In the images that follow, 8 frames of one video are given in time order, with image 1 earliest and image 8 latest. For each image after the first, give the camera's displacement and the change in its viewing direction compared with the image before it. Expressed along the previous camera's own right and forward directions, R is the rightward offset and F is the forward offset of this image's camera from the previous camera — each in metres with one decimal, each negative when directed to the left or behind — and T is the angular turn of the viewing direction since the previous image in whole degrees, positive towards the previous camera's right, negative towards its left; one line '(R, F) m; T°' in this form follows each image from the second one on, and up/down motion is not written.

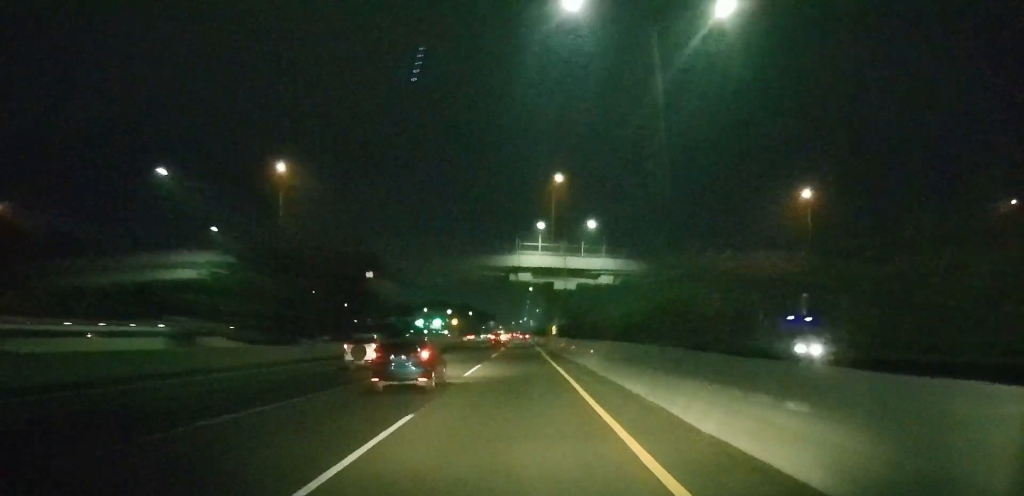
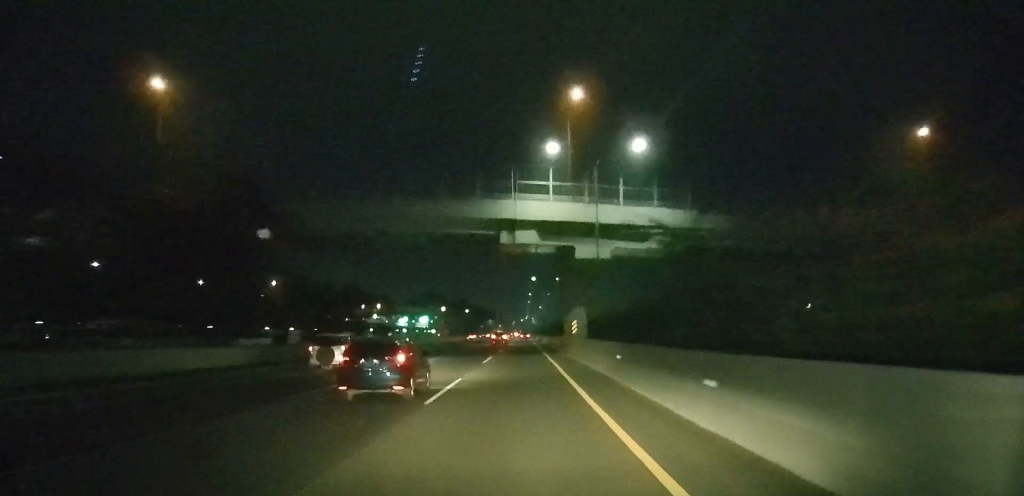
(0.0, +29.7) m; 0°
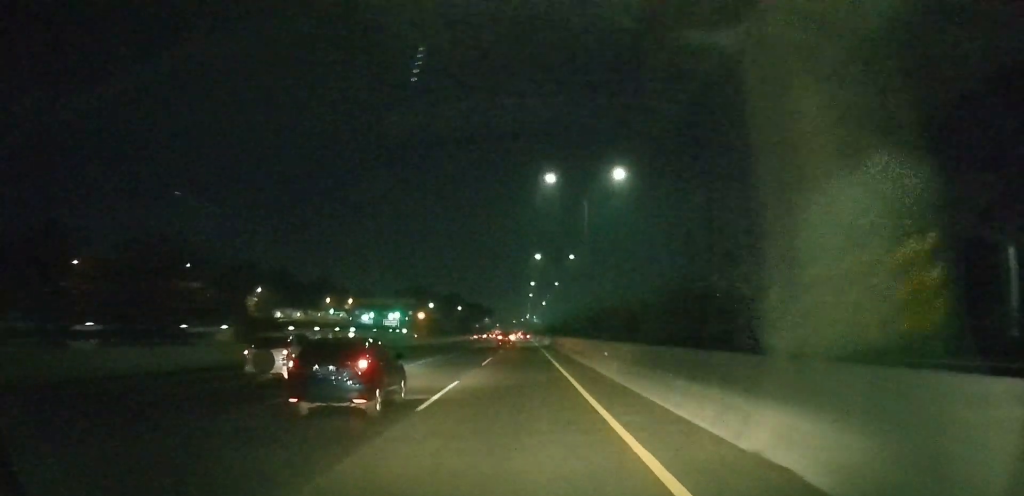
(0.0, +40.7) m; 0°
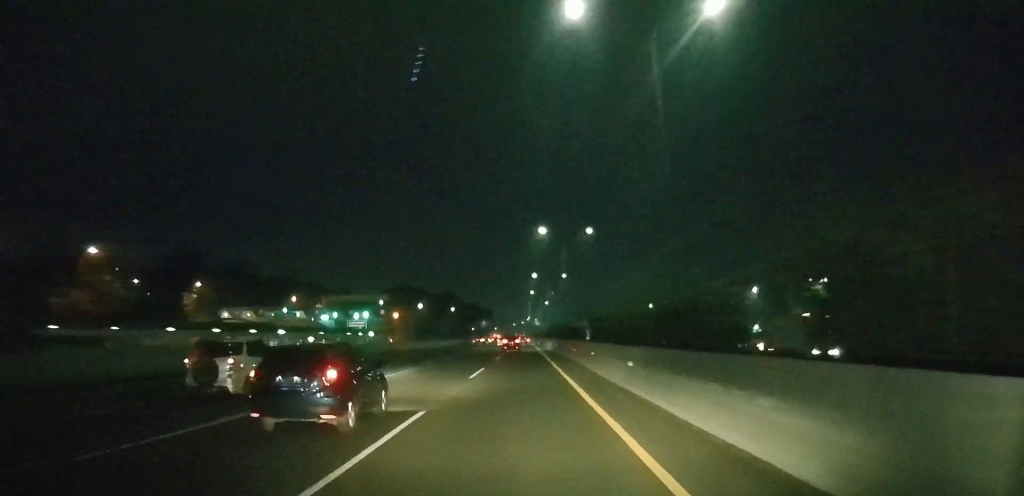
(0.0, +27.3) m; 0°
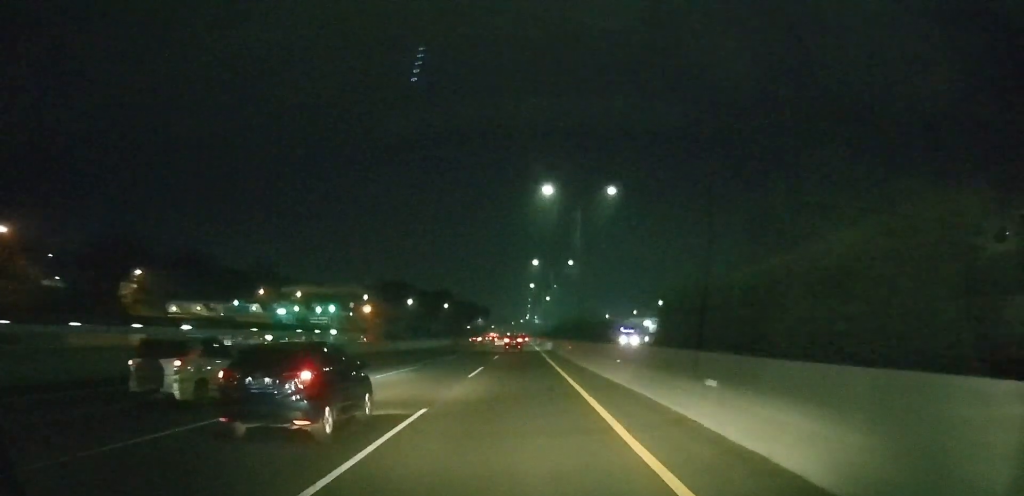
(0.0, +20.6) m; 0°
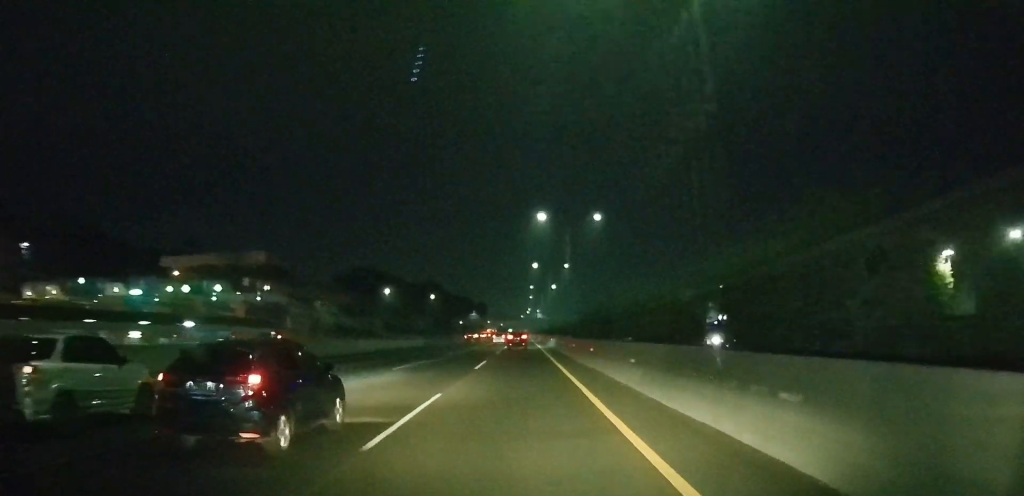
(+0.1, +37.8) m; 0°
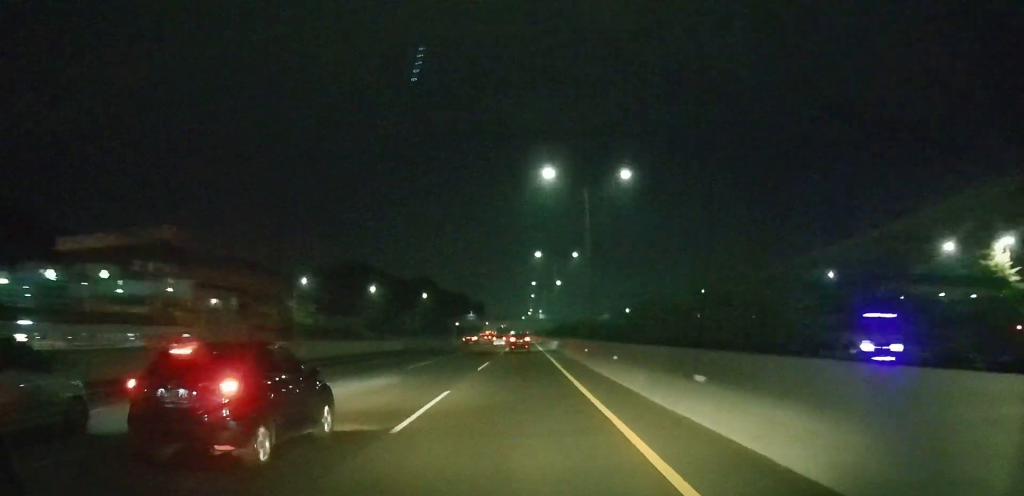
(-0.1, +19.2) m; 0°
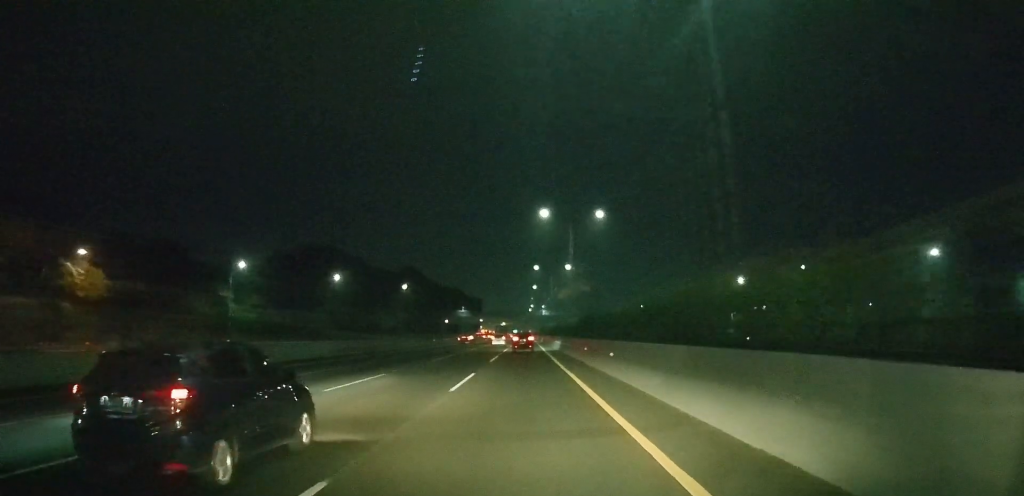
(-0.1, +34.9) m; 0°
